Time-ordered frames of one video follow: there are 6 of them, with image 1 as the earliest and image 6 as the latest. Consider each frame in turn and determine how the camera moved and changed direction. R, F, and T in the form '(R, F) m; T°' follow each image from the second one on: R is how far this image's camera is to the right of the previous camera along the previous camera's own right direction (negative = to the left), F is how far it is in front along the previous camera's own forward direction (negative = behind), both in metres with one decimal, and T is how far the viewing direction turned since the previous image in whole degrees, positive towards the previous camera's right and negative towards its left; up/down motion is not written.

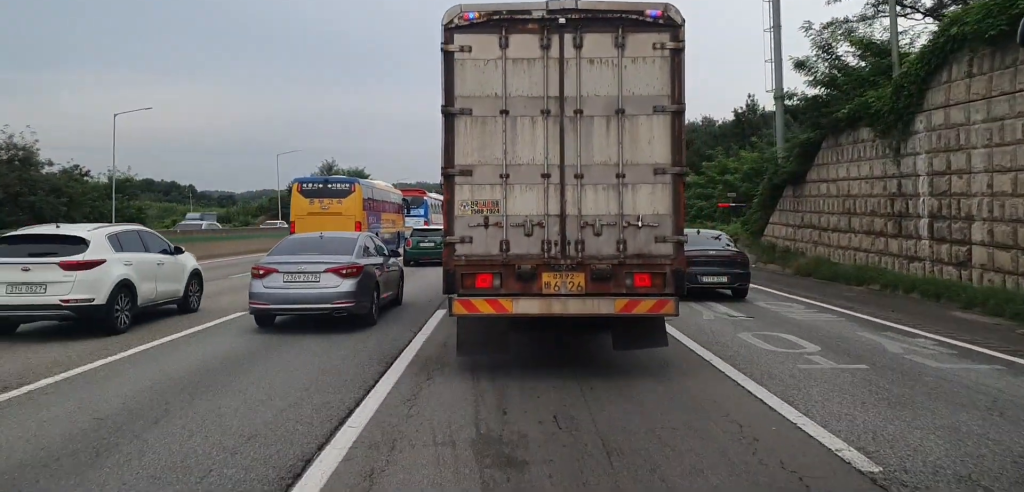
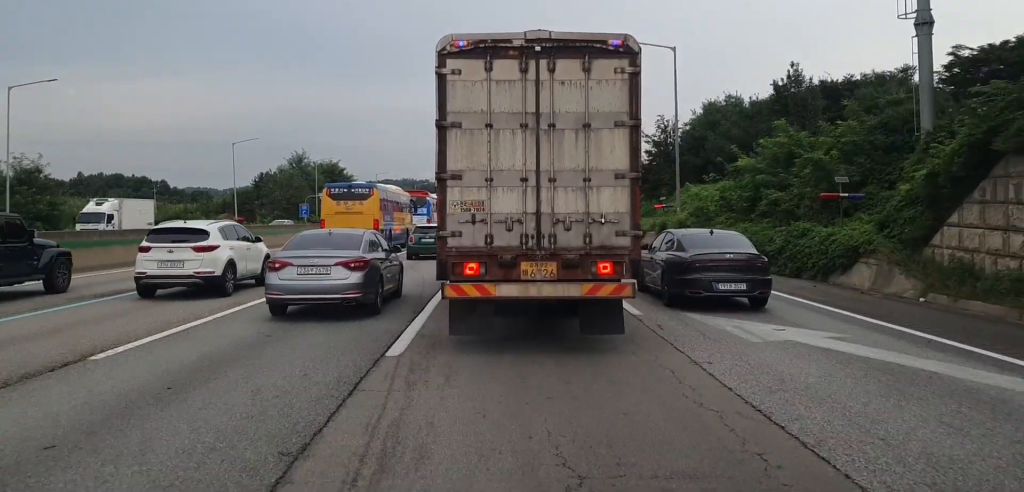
(-0.1, +13.2) m; -1°
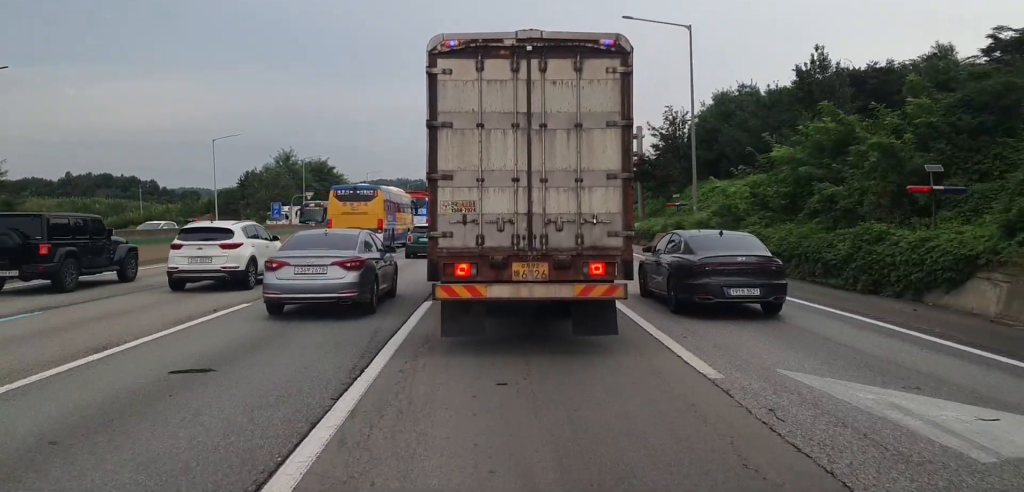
(0.0, +5.3) m; +1°
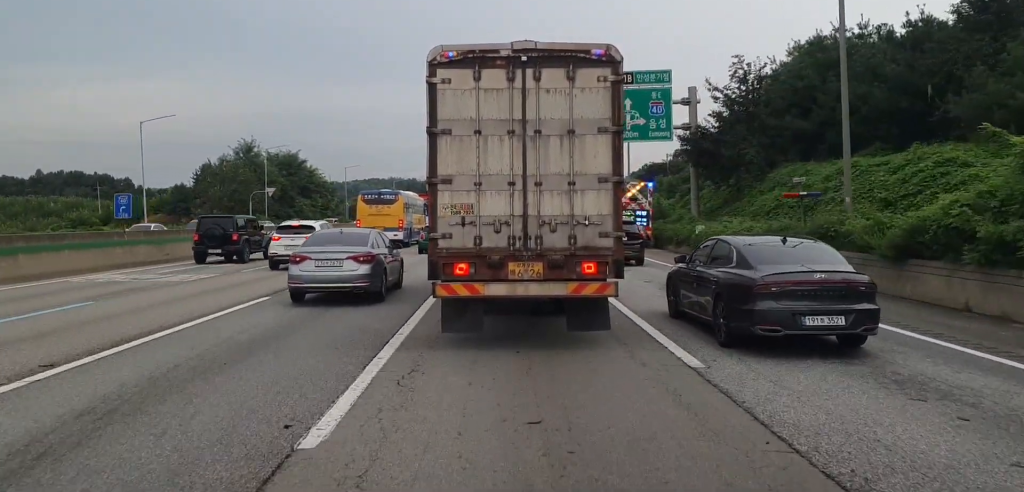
(+0.6, +18.8) m; +1°
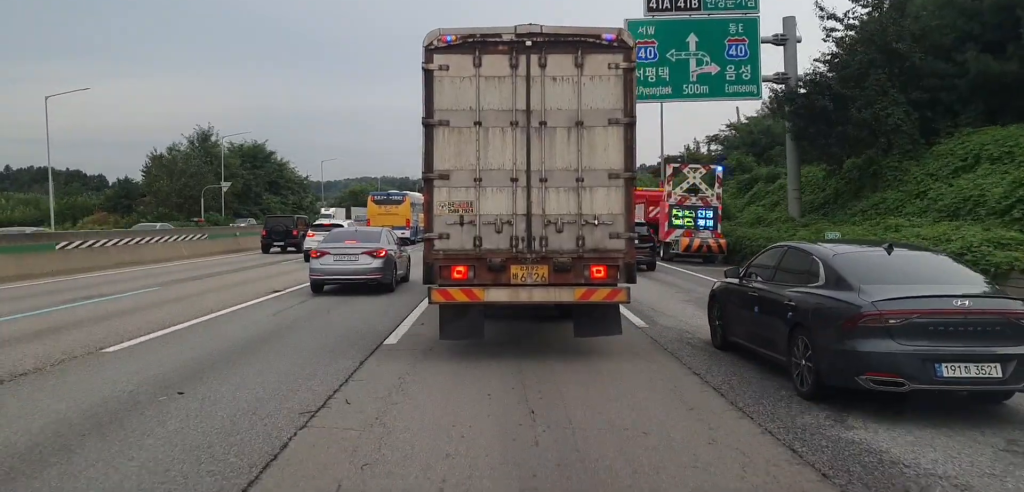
(-0.1, +15.6) m; 0°
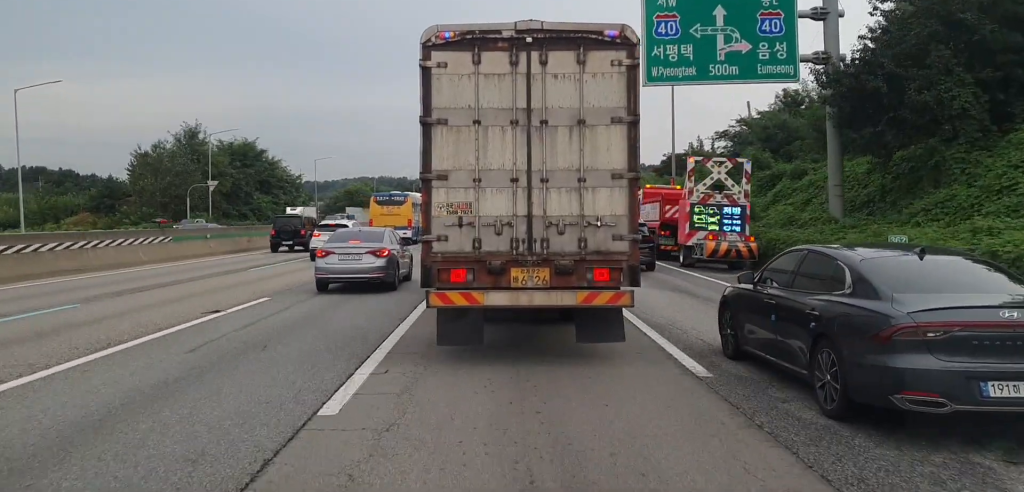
(0.0, +3.8) m; 0°
